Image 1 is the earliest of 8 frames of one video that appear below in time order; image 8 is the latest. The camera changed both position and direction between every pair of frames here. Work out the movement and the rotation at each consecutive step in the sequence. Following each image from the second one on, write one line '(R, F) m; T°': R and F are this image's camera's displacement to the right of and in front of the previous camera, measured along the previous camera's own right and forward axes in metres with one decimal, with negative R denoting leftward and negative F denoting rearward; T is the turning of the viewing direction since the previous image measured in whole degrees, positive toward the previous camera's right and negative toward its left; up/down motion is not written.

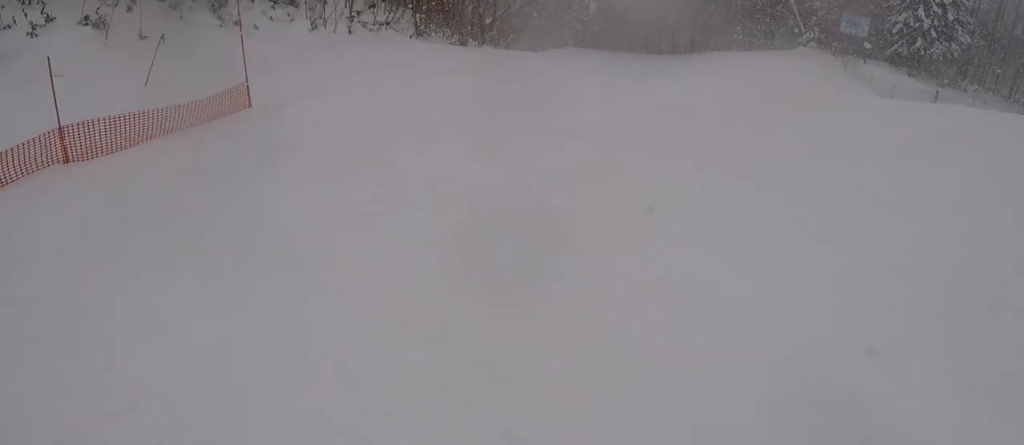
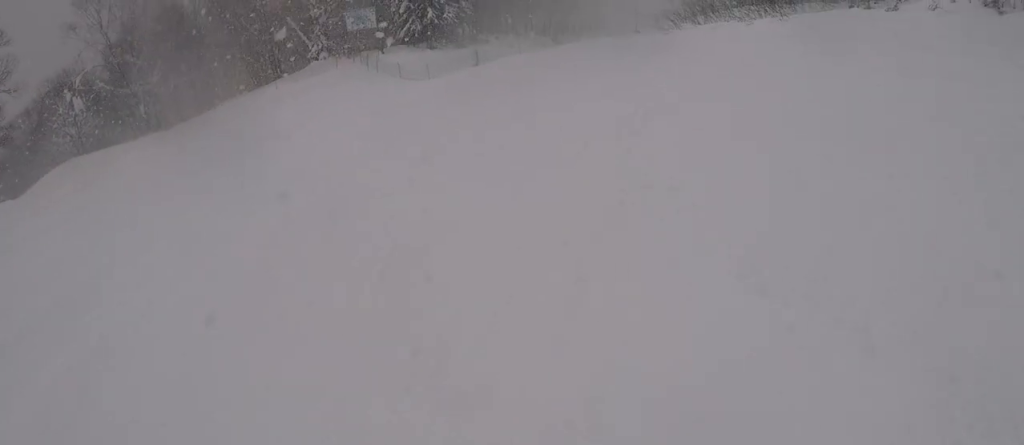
(+2.7, +5.8) m; +23°
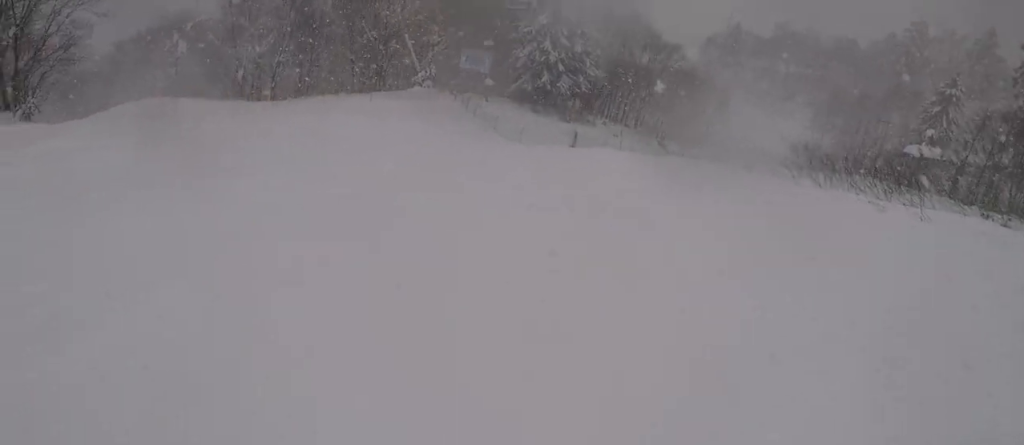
(-0.7, +2.7) m; -7°
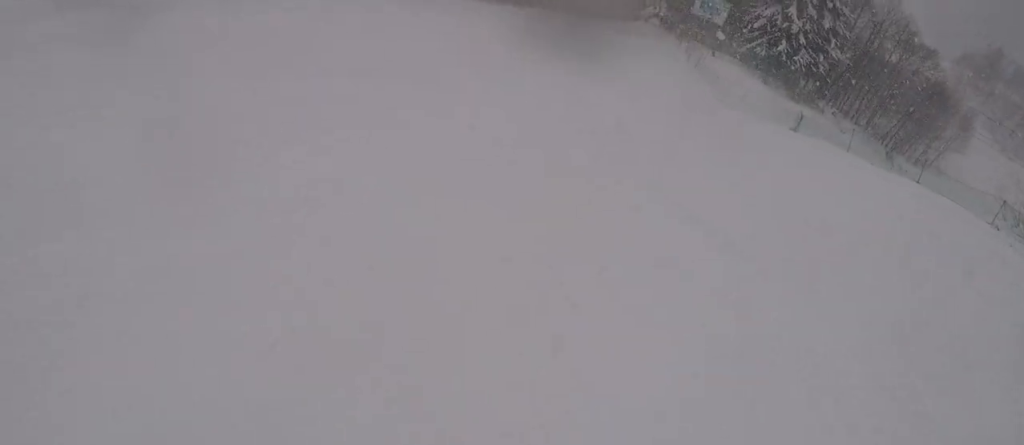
(-0.4, +3.0) m; -10°
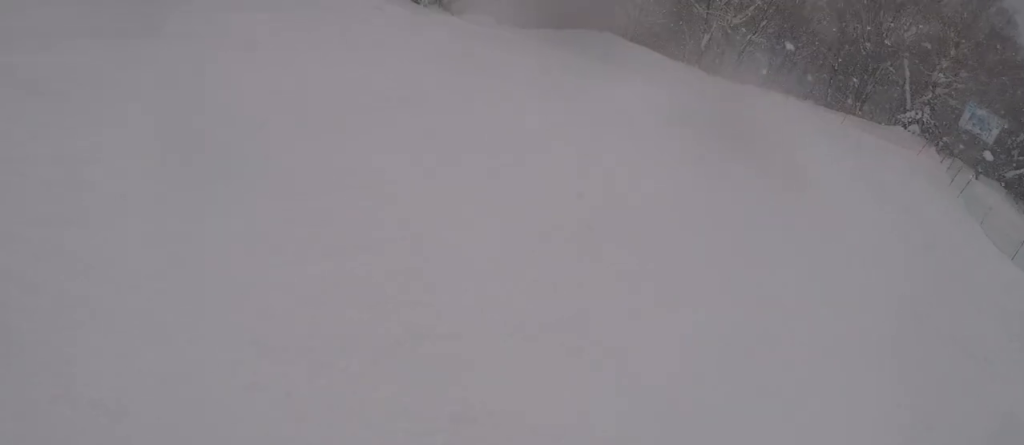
(-0.2, +4.5) m; -19°
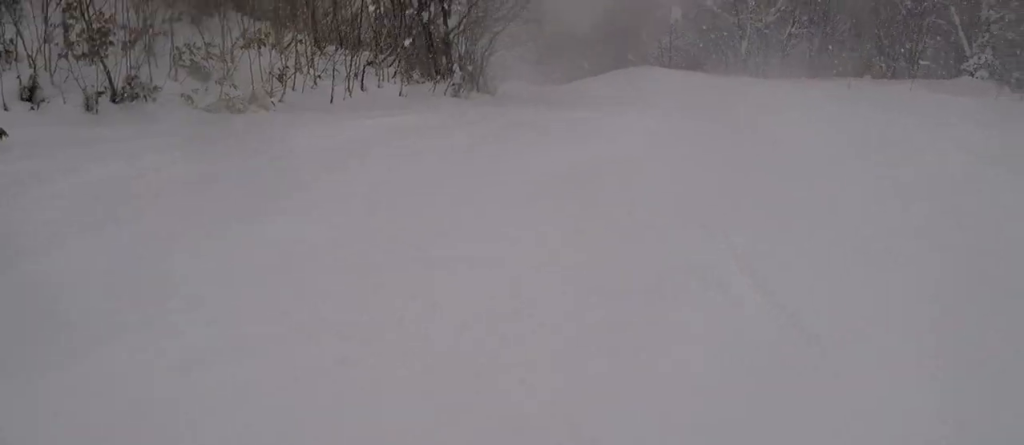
(-1.0, +3.0) m; -10°
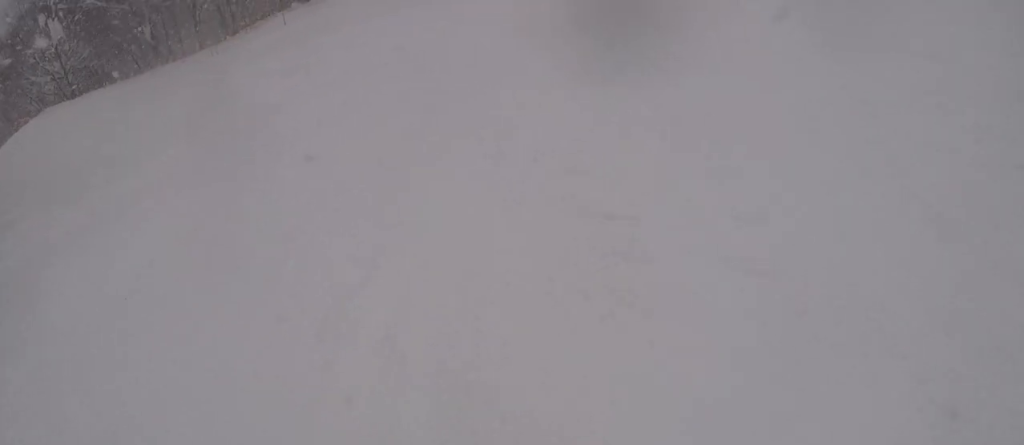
(+2.6, +6.0) m; +38°
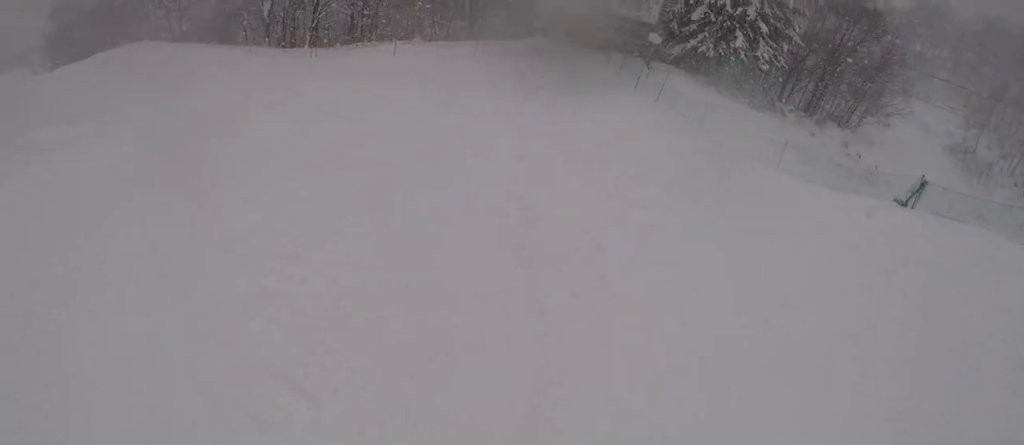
(+0.7, +4.6) m; -8°
